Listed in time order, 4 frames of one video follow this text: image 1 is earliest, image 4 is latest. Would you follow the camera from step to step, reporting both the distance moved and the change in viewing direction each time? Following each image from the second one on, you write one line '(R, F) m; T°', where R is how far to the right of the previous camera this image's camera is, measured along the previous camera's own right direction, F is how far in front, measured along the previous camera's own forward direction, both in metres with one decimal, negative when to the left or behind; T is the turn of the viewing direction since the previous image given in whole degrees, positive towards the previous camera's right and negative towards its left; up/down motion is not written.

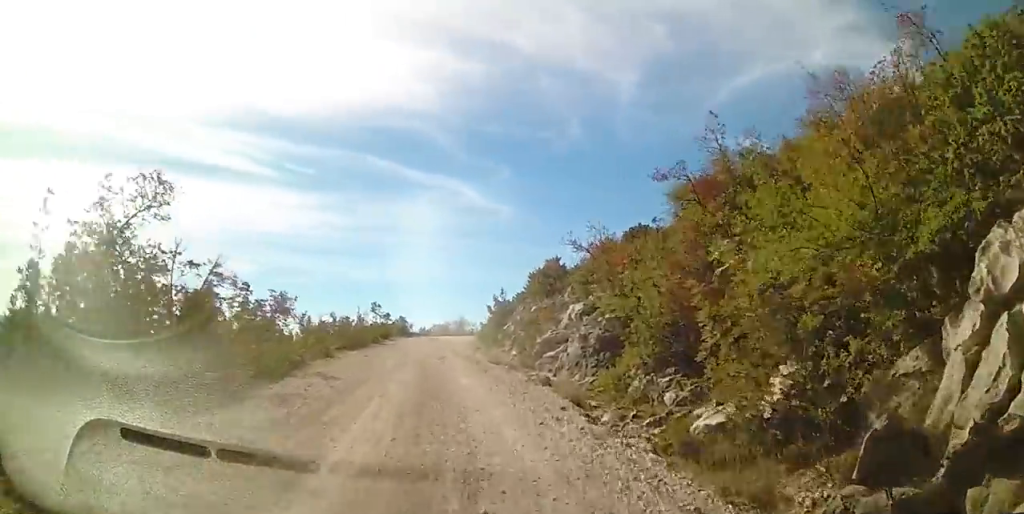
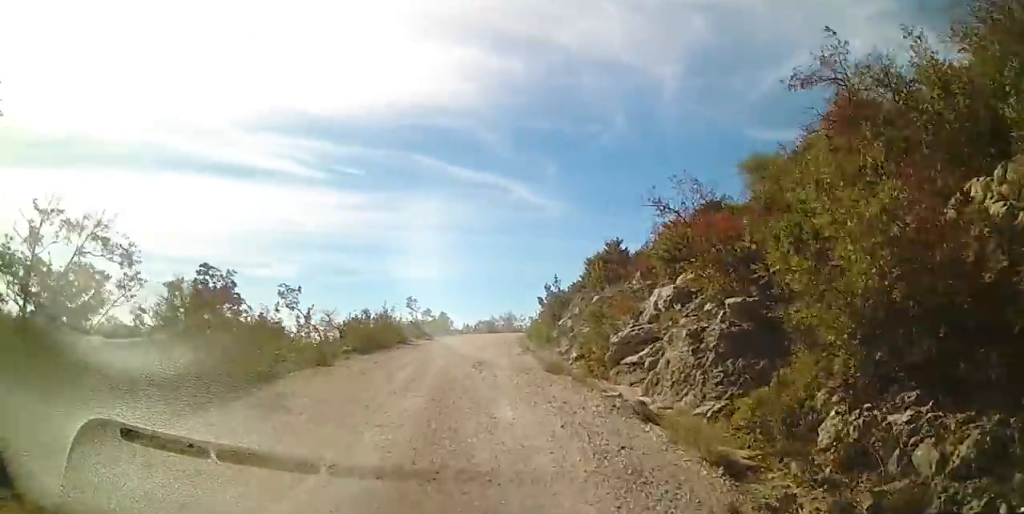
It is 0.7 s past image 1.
(-0.3, +5.2) m; -6°
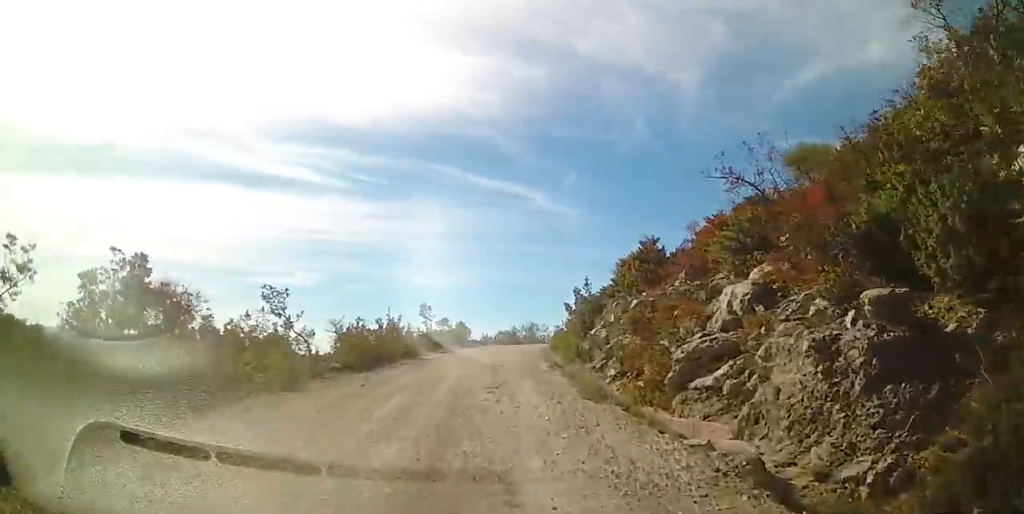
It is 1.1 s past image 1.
(-0.2, +3.3) m; -4°
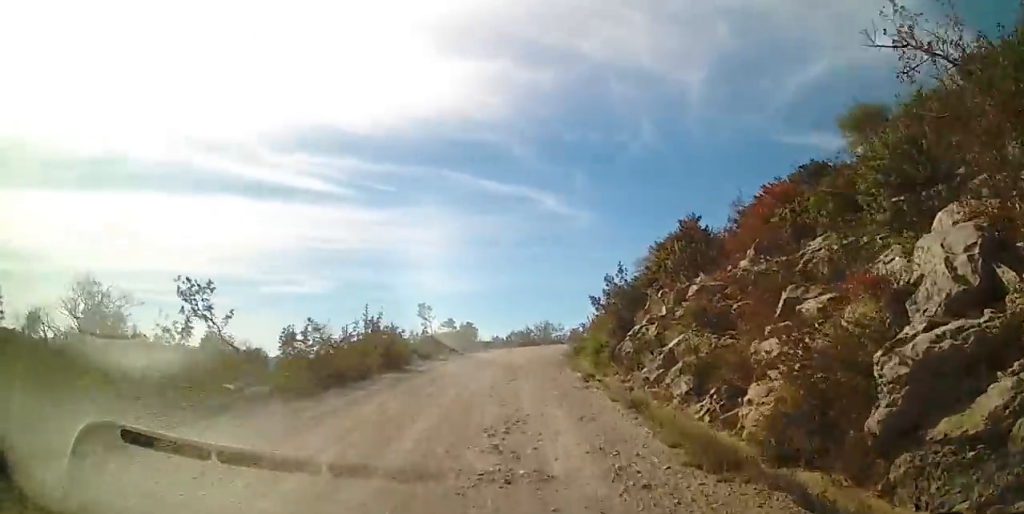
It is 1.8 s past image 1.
(-0.3, +5.4) m; -3°
